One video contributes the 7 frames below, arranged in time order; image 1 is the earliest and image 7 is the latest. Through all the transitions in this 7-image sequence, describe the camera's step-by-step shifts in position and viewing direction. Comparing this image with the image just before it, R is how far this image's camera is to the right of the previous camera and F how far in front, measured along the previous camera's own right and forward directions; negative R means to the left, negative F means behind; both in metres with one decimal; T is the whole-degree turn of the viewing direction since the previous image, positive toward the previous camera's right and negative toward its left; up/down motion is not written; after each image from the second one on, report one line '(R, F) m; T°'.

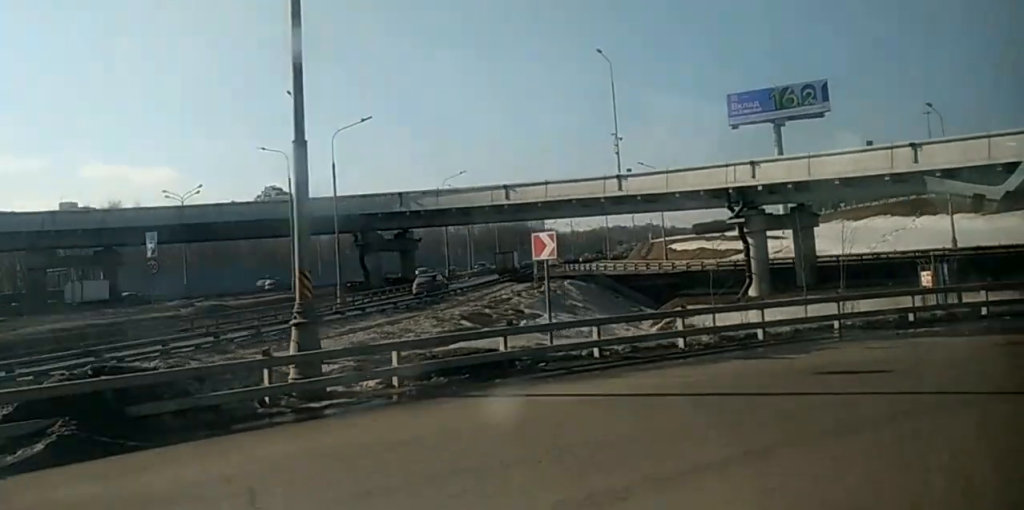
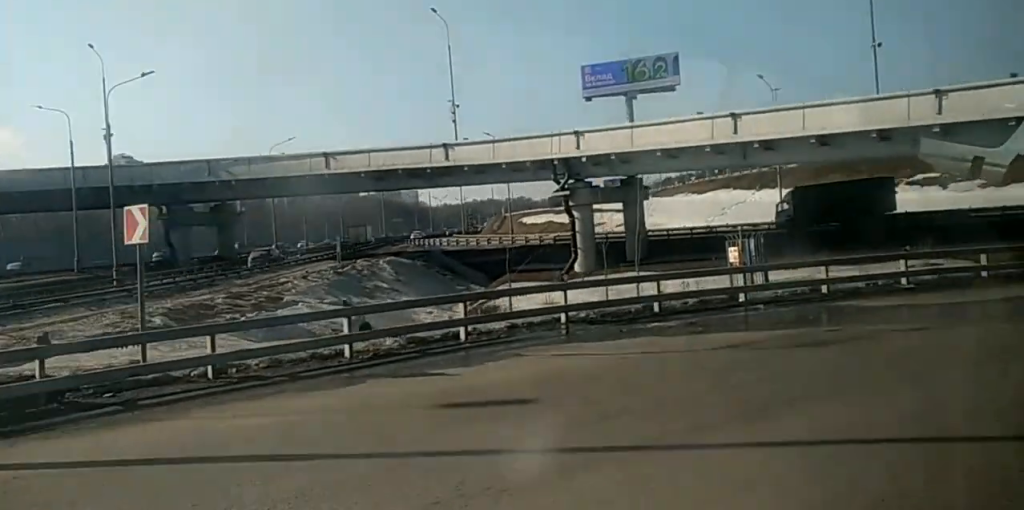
(+0.8, +4.8) m; +11°
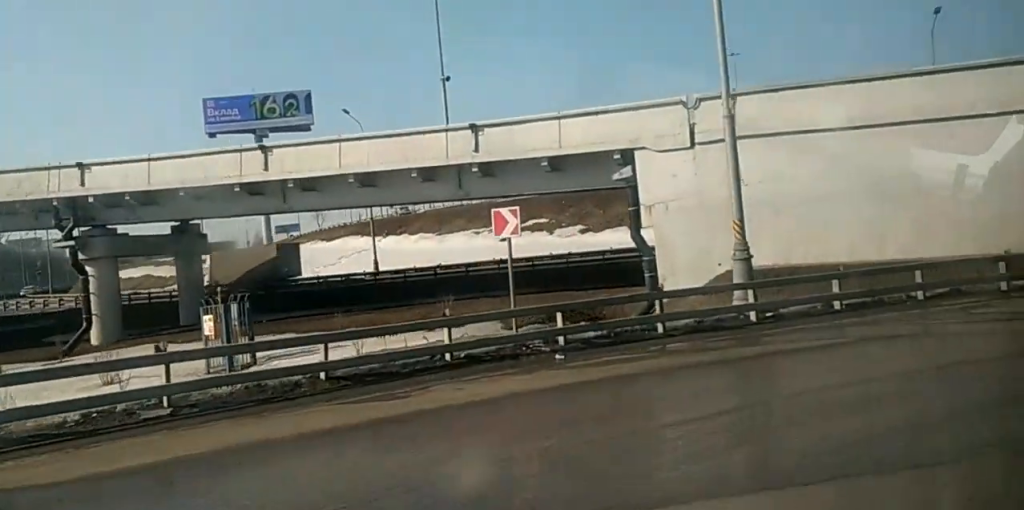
(+2.1, +10.2) m; +22°
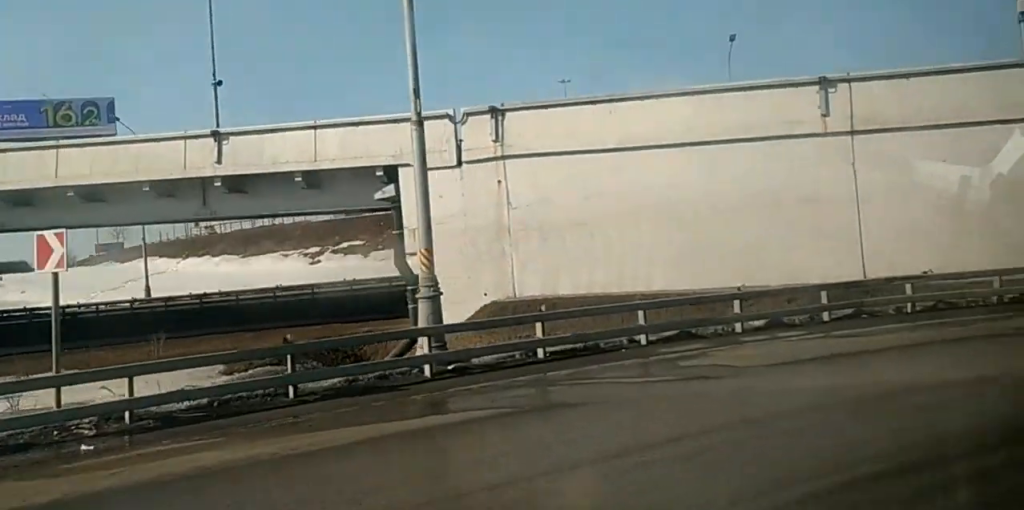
(+0.3, +4.5) m; +10°
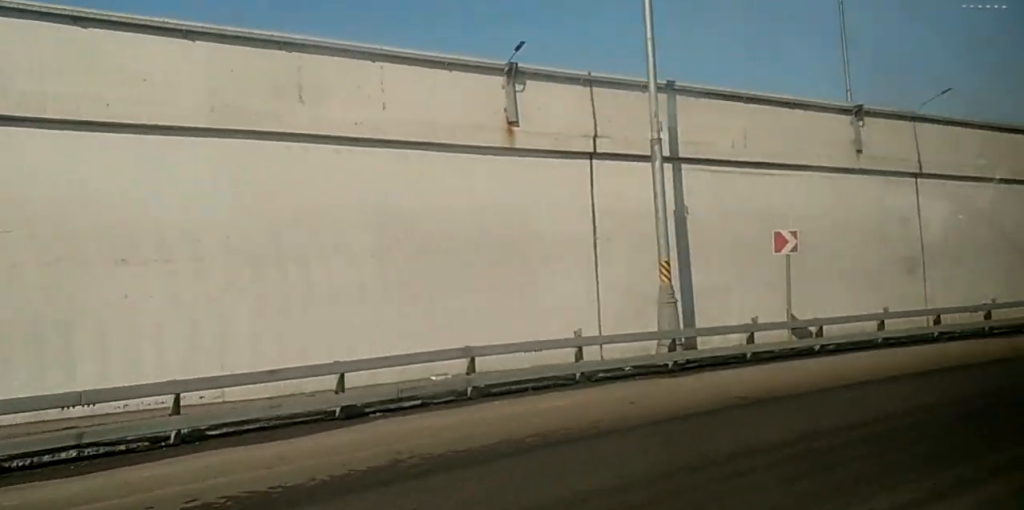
(+7.2, +18.4) m; +38°
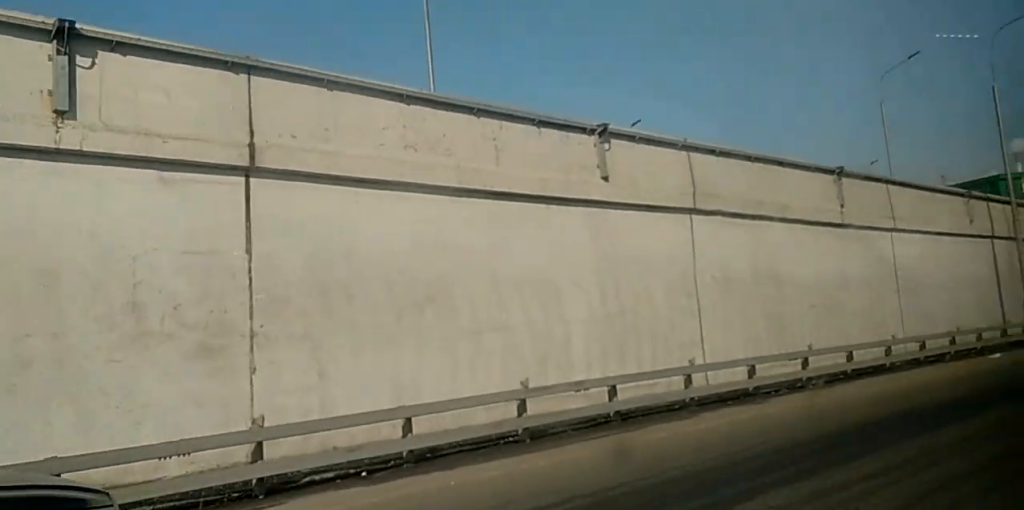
(+1.9, +15.0) m; +11°
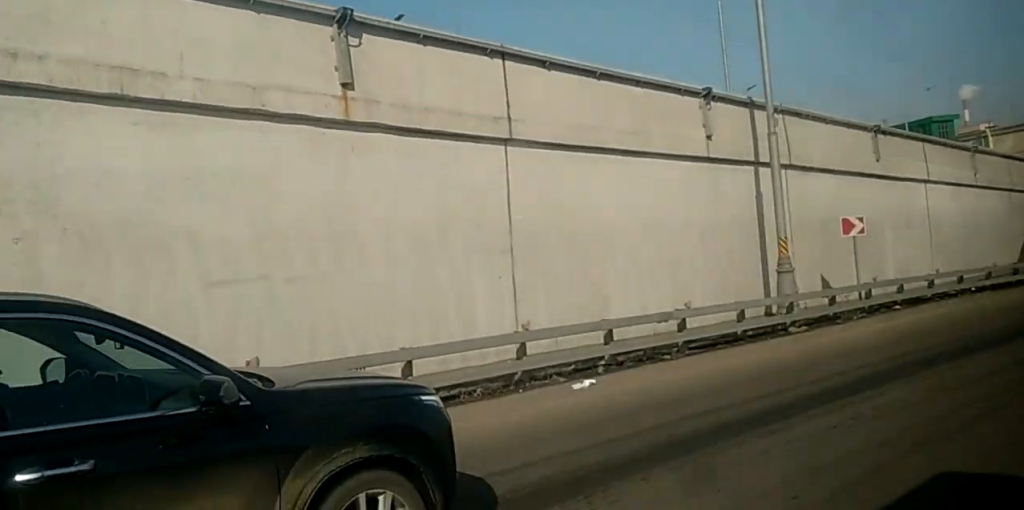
(+0.8, +14.5) m; +6°
